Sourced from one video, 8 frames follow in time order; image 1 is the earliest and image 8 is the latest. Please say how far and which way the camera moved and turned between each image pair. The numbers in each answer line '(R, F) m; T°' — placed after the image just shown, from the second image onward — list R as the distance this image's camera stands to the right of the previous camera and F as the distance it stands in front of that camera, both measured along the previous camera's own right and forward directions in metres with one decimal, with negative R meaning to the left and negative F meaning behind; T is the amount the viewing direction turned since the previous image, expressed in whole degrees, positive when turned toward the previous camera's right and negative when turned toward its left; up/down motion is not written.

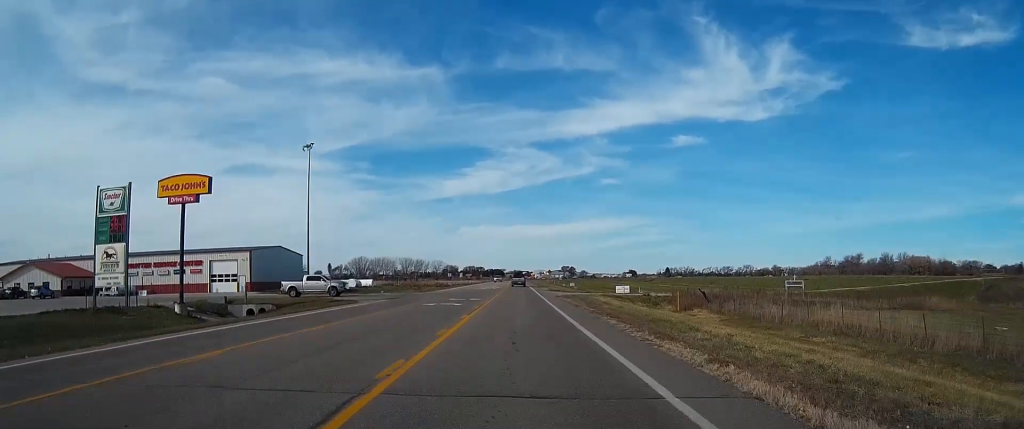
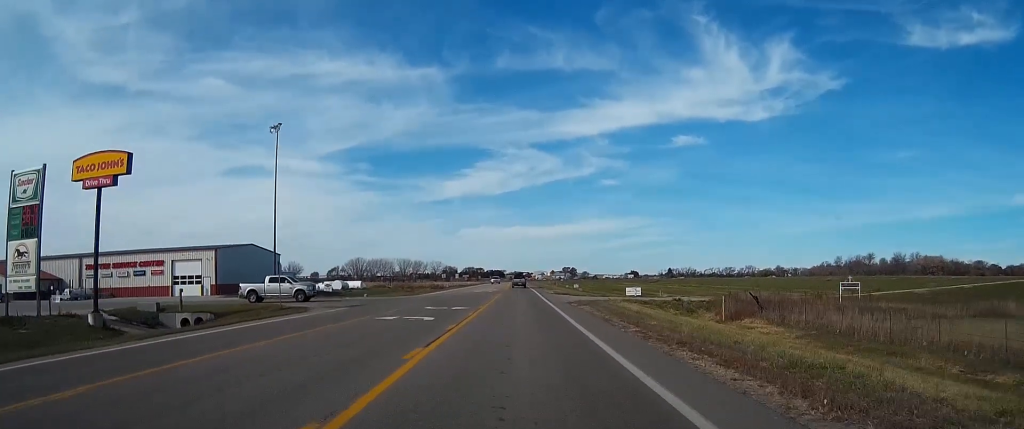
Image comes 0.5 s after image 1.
(0.0, +12.2) m; 0°
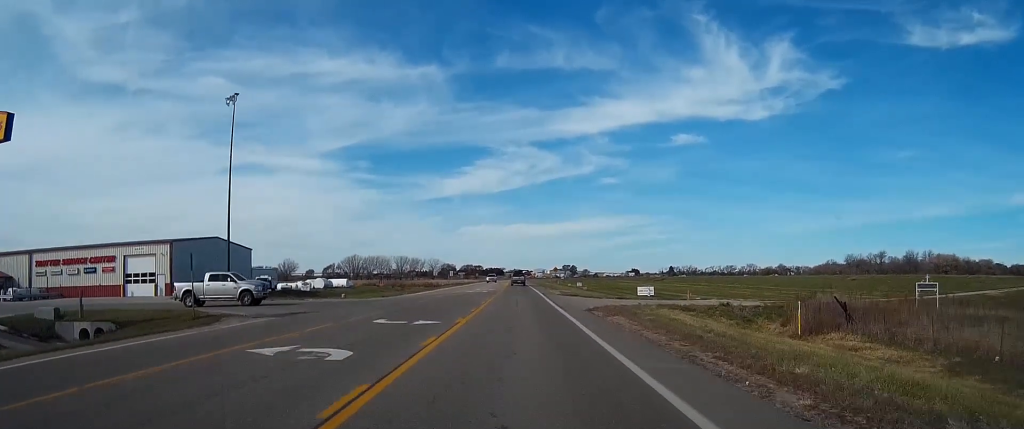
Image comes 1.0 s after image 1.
(0.0, +12.2) m; 0°
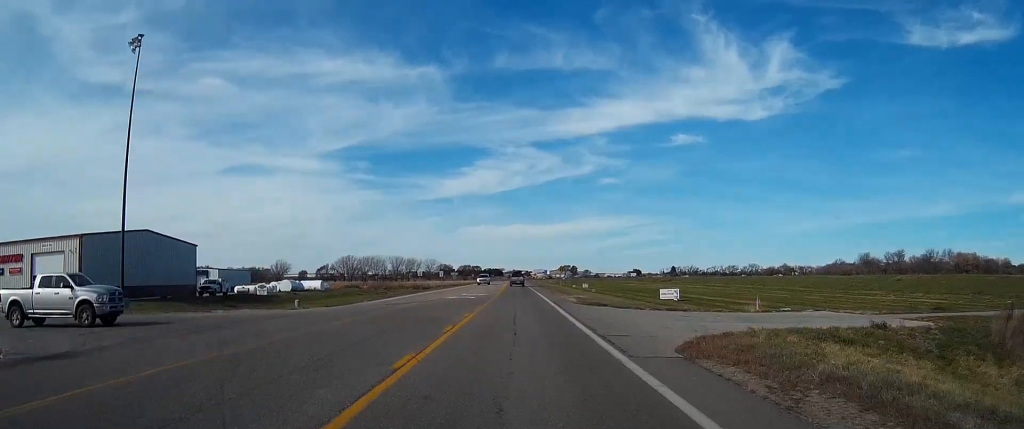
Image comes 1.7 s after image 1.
(0.0, +18.0) m; 0°
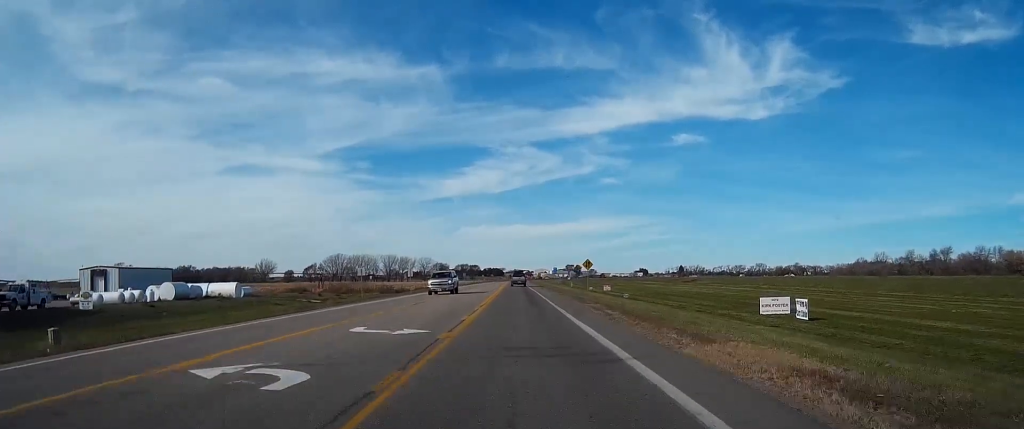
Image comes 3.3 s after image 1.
(0.0, +38.5) m; 0°
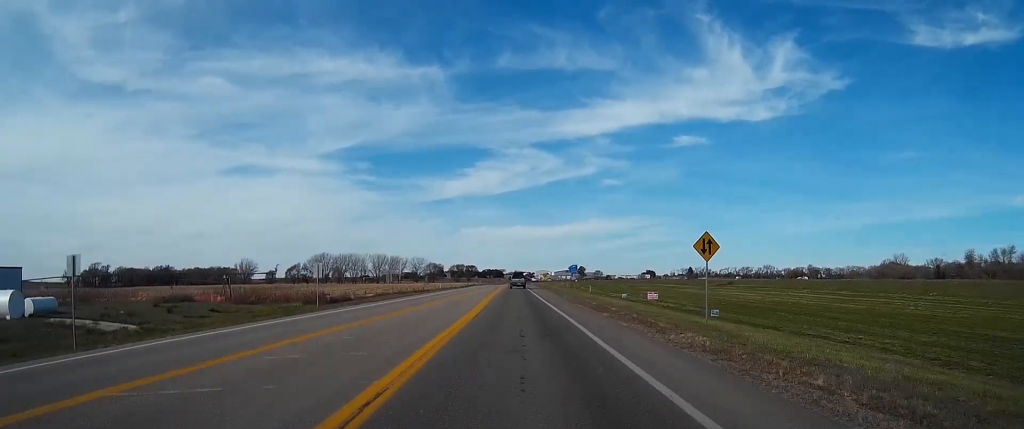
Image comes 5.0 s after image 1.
(-0.2, +42.5) m; 0°
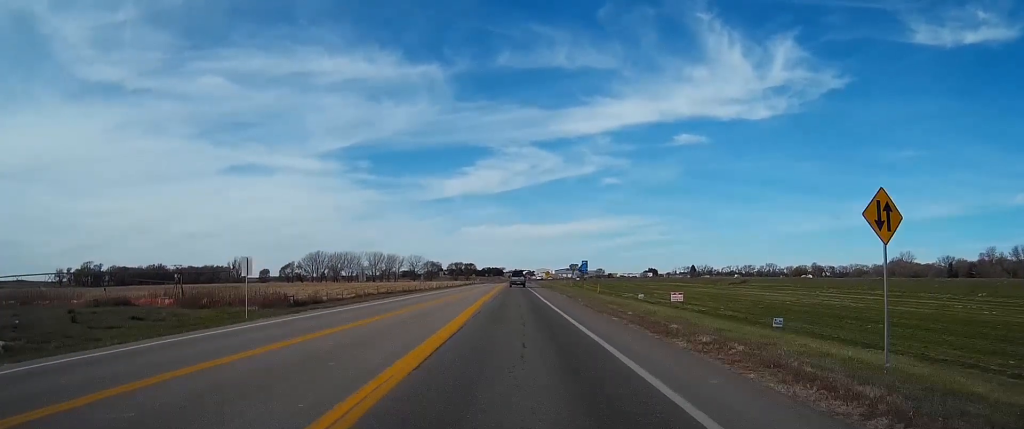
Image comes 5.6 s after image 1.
(+0.1, +13.0) m; 0°
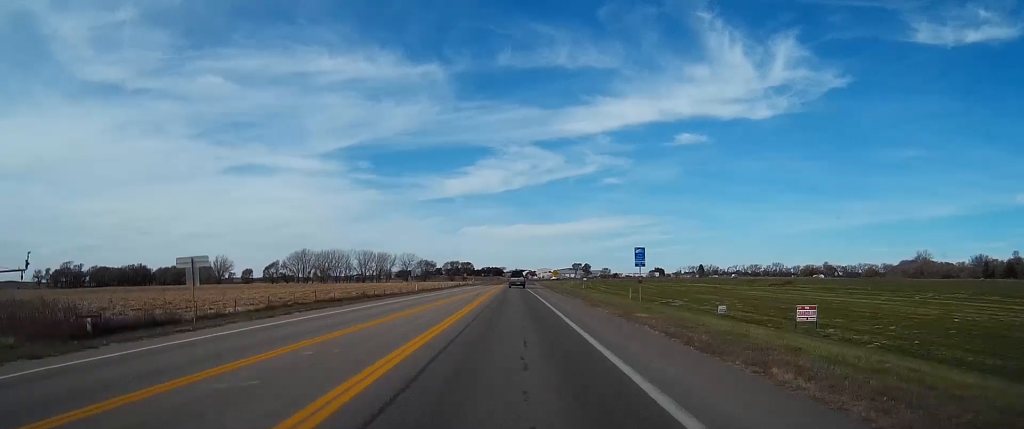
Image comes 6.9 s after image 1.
(+0.1, +33.3) m; 0°
